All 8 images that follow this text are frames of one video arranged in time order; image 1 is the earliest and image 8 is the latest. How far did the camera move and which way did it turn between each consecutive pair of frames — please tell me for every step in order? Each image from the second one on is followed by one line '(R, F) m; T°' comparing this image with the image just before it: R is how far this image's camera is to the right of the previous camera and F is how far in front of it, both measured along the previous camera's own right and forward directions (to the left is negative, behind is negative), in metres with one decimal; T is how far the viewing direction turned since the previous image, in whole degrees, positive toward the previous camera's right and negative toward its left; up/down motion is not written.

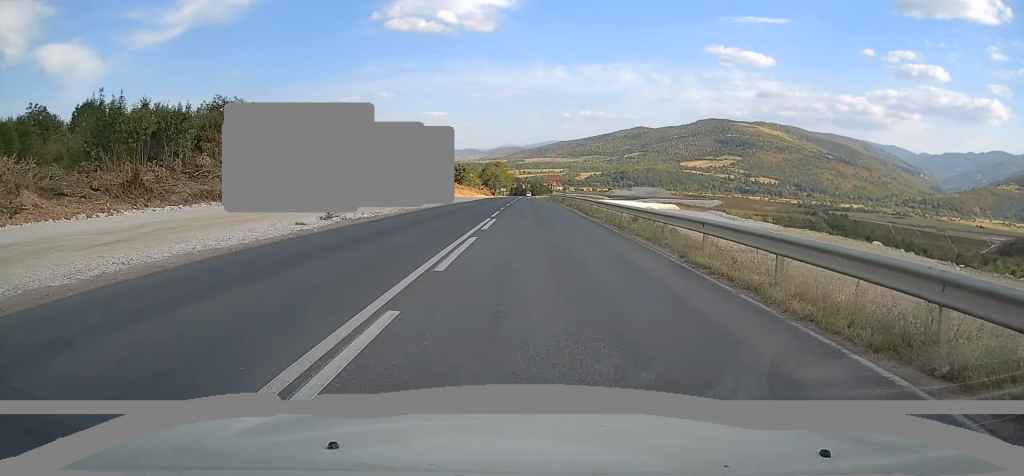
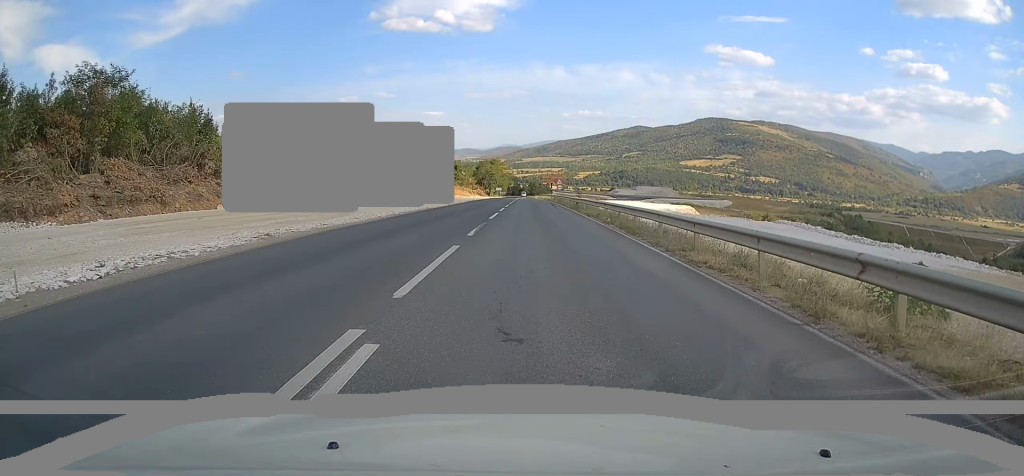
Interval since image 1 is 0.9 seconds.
(+0.2, +19.2) m; 0°
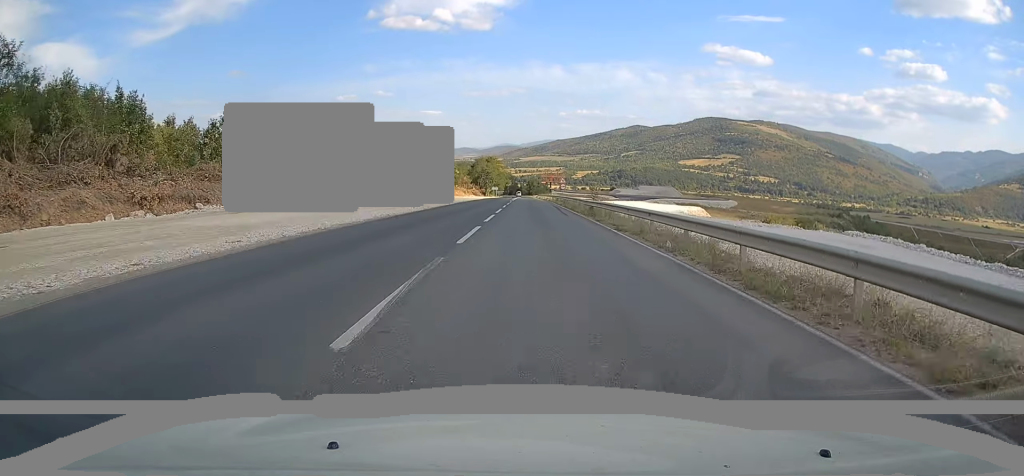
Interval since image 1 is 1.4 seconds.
(-0.1, +11.1) m; 0°
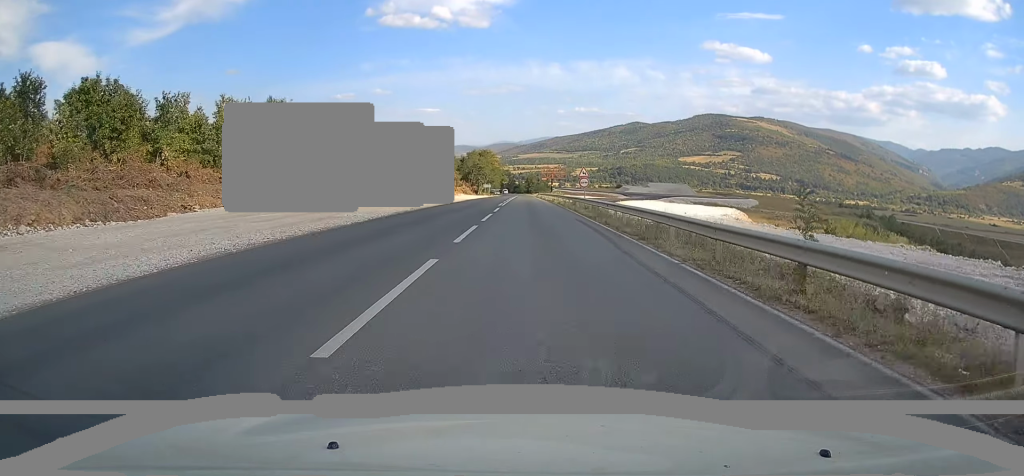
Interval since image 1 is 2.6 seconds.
(+0.1, +26.7) m; 0°
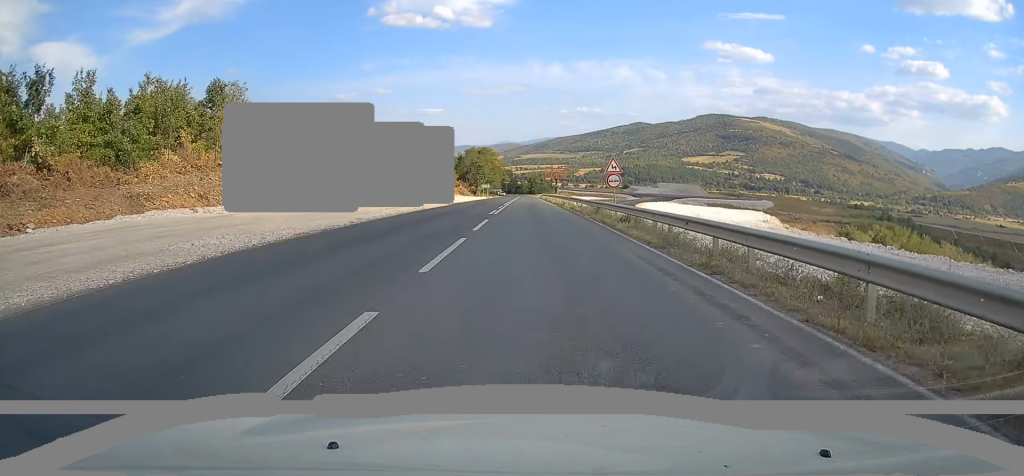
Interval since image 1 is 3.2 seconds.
(-0.1, +13.5) m; 0°
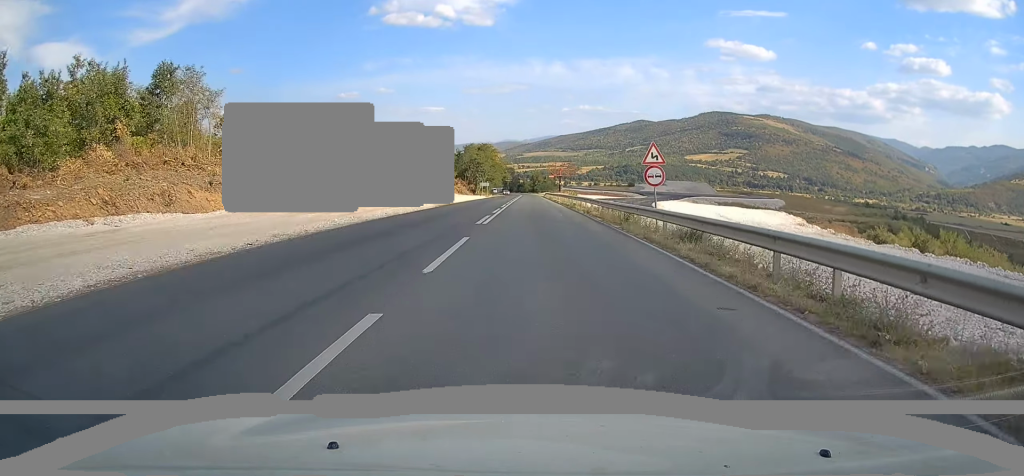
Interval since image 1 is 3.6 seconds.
(0.0, +9.0) m; 0°
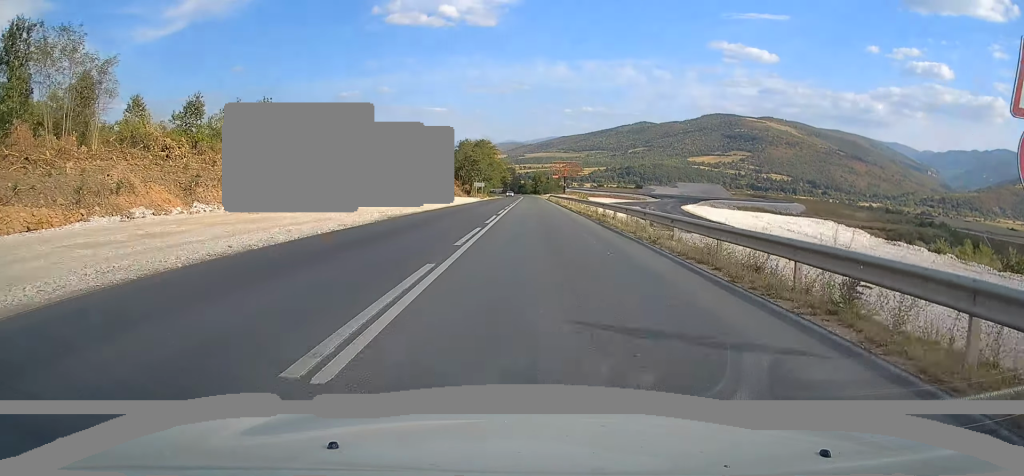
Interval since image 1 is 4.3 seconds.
(0.0, +16.6) m; 0°
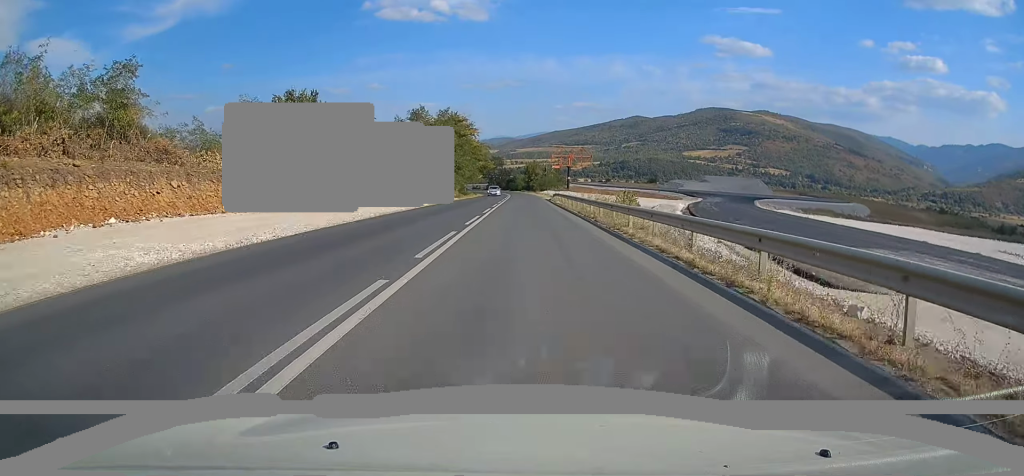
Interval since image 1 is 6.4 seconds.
(+0.4, +47.3) m; +1°
